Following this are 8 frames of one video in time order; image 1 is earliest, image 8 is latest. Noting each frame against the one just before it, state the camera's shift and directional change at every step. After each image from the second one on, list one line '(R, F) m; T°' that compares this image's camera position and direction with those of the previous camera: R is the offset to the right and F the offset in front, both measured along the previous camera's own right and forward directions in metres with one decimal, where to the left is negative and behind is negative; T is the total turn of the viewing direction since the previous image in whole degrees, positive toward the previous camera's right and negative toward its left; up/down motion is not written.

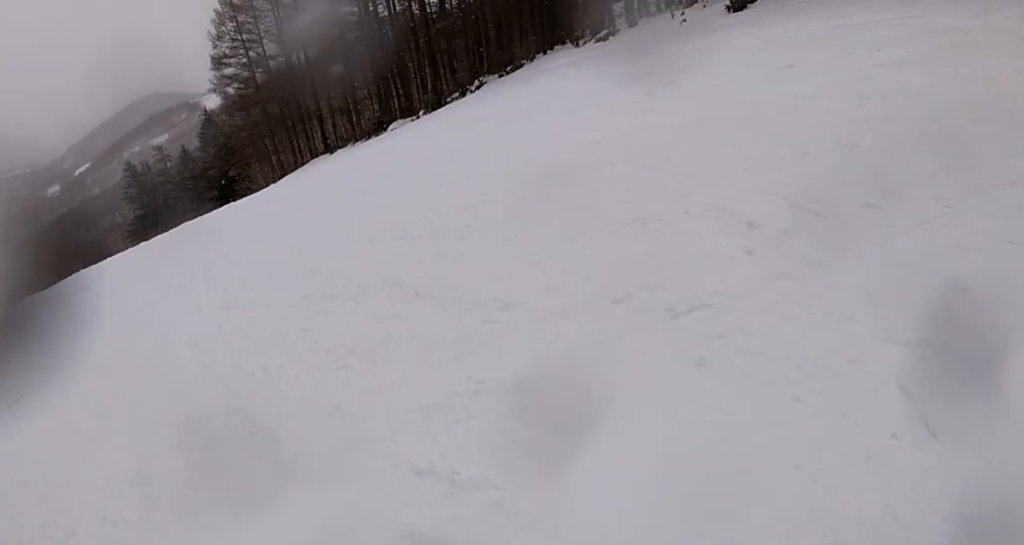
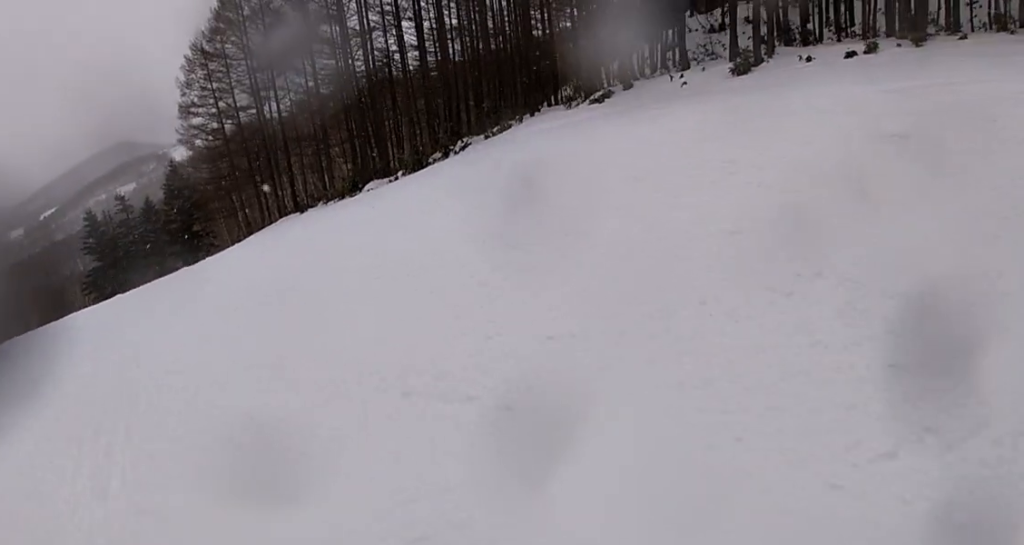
(+0.1, +2.6) m; +4°
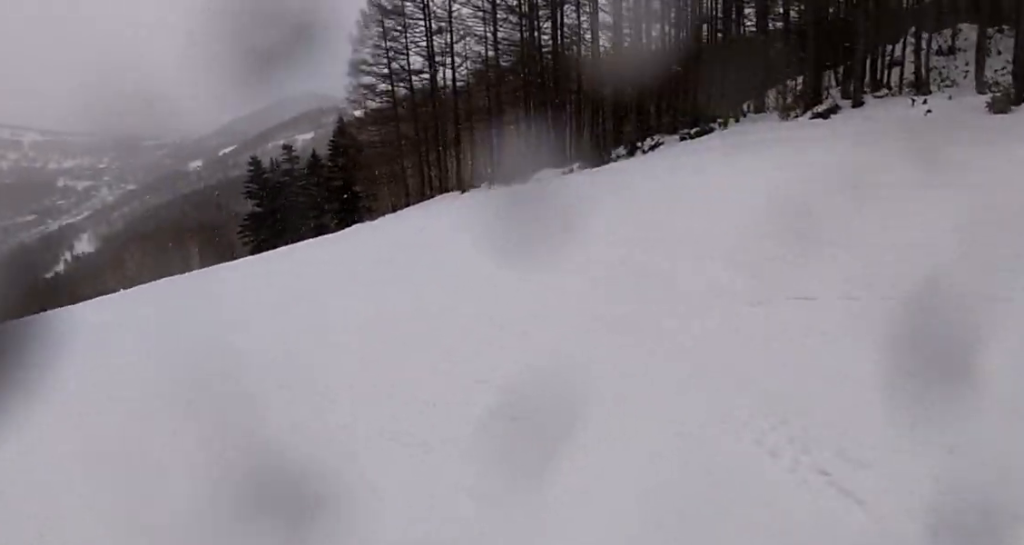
(+0.1, +3.3) m; -2°
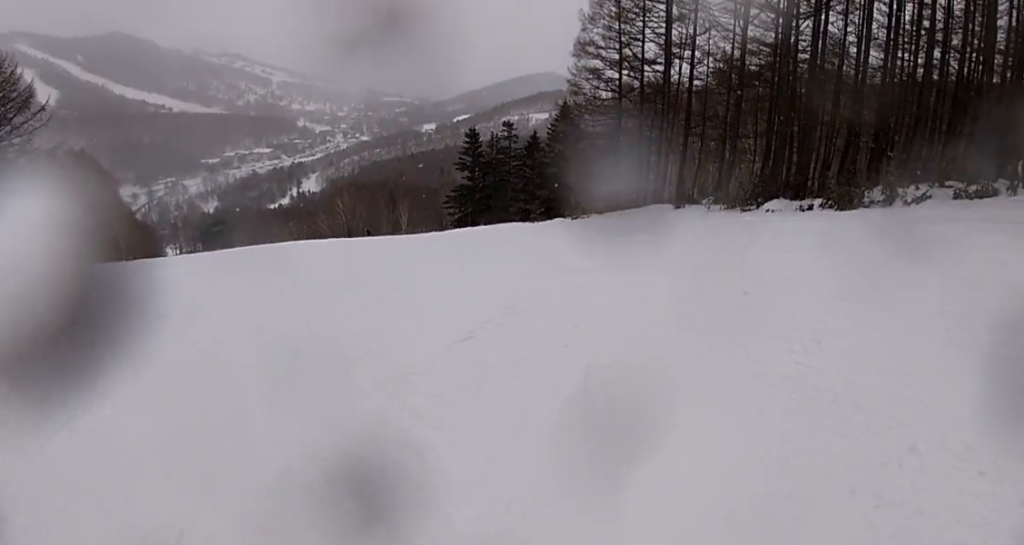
(-0.2, +3.6) m; -14°
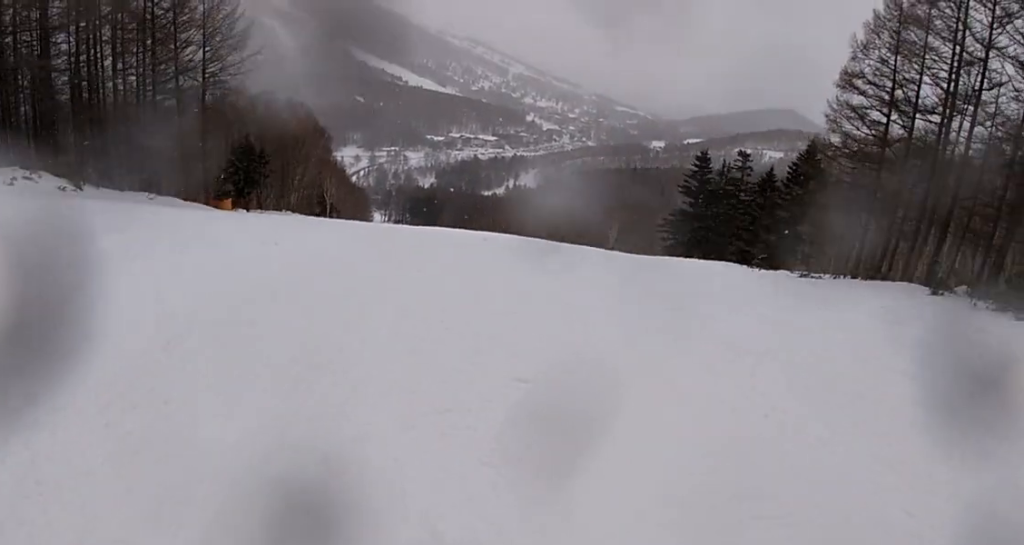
(-0.8, +3.9) m; -26°
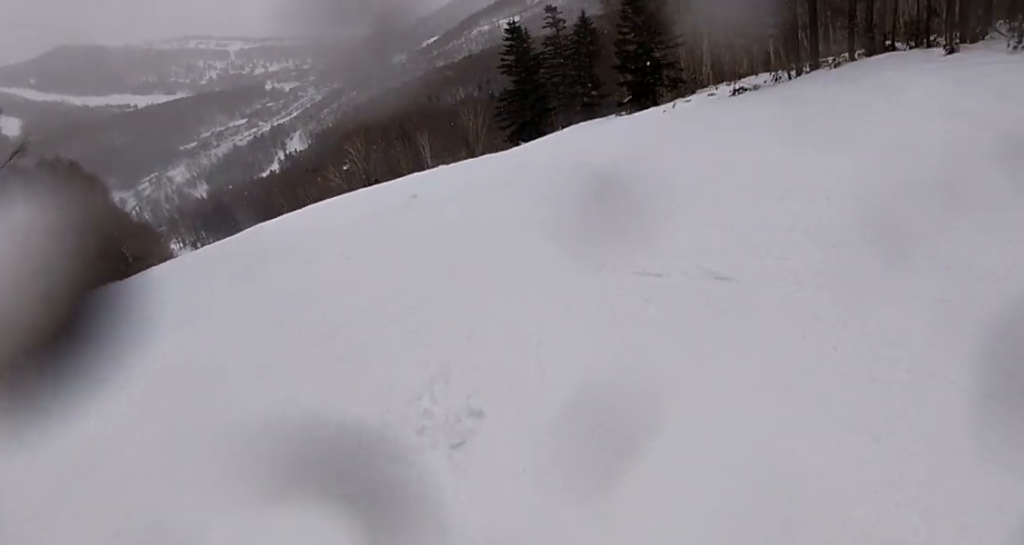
(-3.6, +9.7) m; +16°
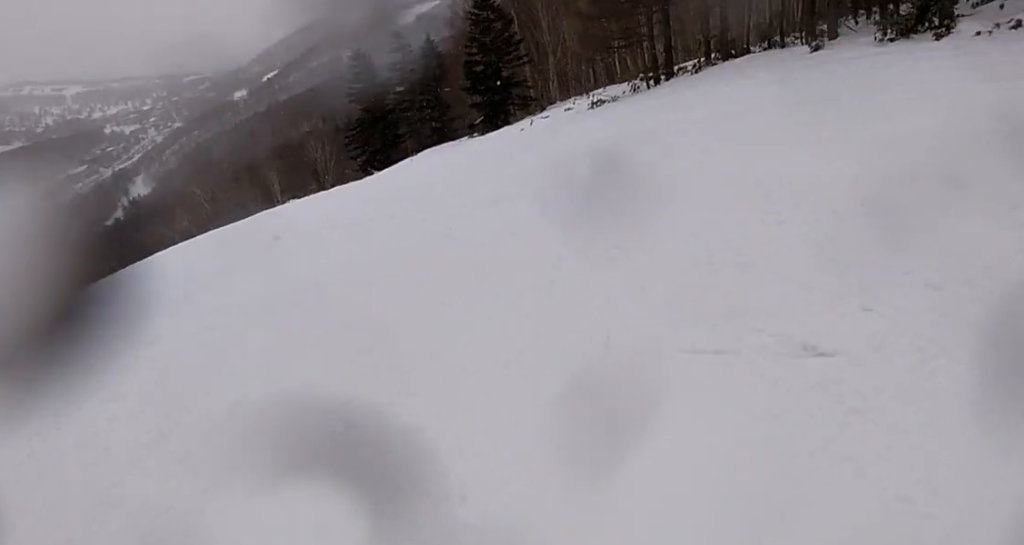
(+1.1, +1.9) m; +20°
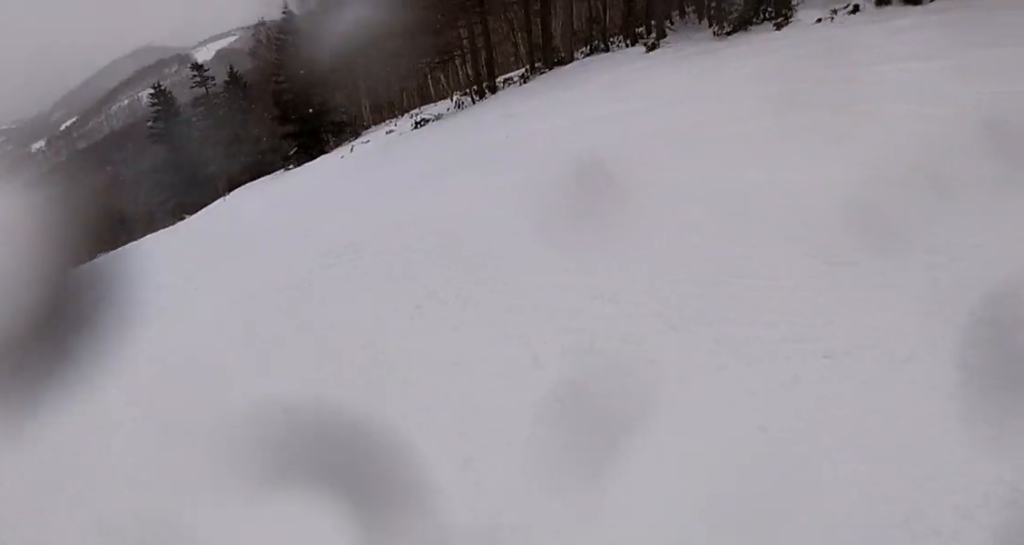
(+0.7, +2.7) m; +15°
